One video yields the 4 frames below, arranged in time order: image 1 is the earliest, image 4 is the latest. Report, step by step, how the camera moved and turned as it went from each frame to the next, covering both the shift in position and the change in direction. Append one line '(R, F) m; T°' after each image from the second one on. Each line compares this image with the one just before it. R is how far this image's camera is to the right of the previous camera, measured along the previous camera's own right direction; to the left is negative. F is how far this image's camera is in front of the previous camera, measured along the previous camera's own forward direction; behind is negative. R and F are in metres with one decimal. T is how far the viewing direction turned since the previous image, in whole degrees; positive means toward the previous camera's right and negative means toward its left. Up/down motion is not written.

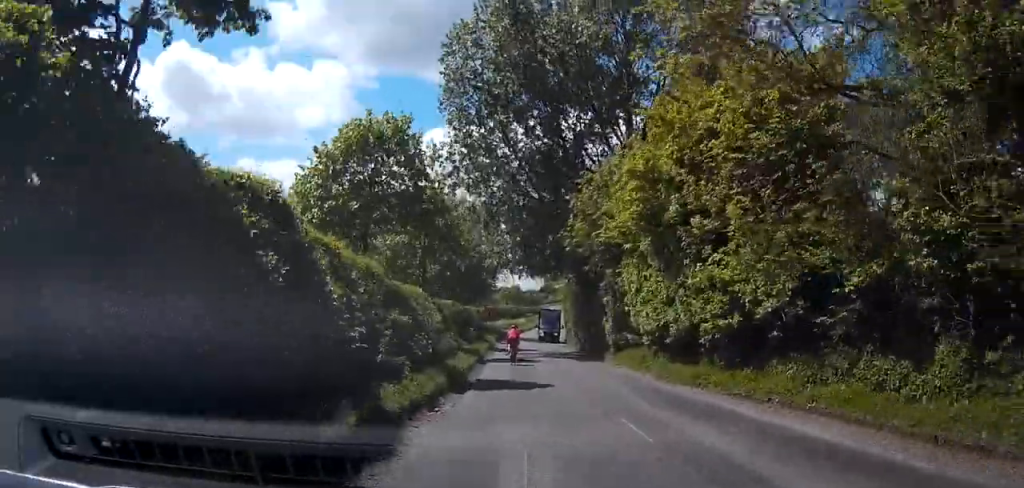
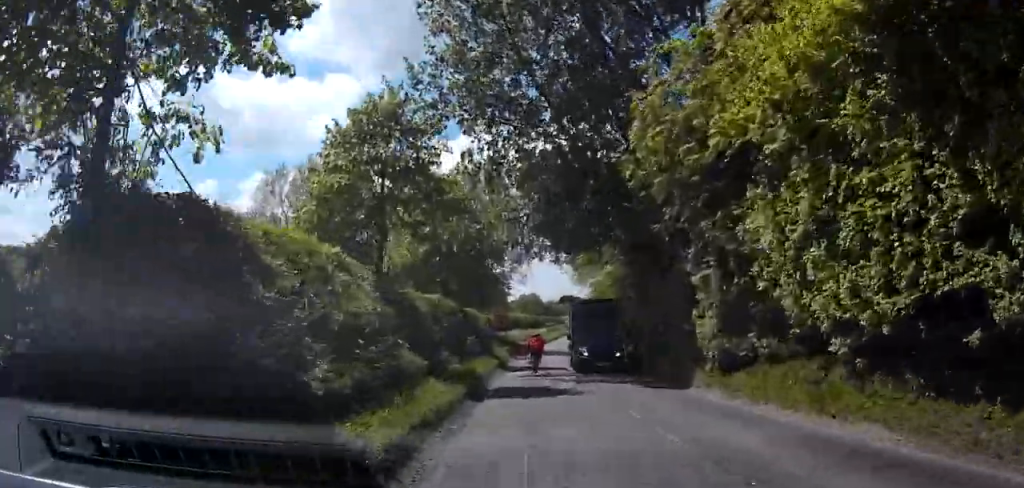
(-0.3, +14.6) m; -1°
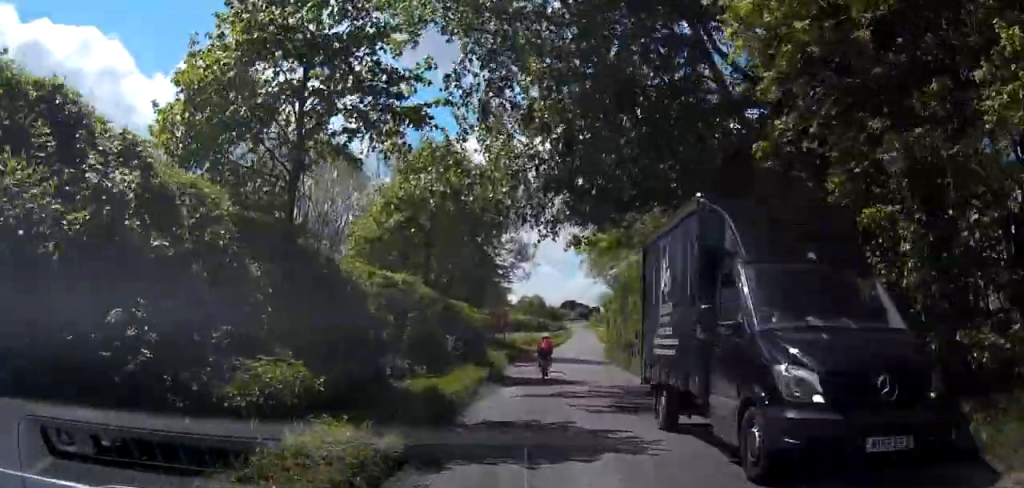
(0.0, +8.7) m; 0°
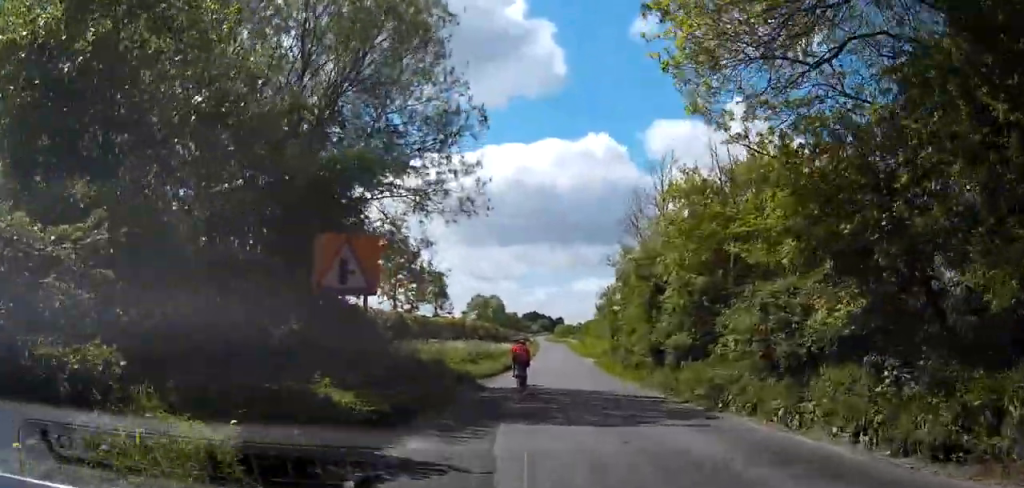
(+0.7, +30.8) m; +4°
